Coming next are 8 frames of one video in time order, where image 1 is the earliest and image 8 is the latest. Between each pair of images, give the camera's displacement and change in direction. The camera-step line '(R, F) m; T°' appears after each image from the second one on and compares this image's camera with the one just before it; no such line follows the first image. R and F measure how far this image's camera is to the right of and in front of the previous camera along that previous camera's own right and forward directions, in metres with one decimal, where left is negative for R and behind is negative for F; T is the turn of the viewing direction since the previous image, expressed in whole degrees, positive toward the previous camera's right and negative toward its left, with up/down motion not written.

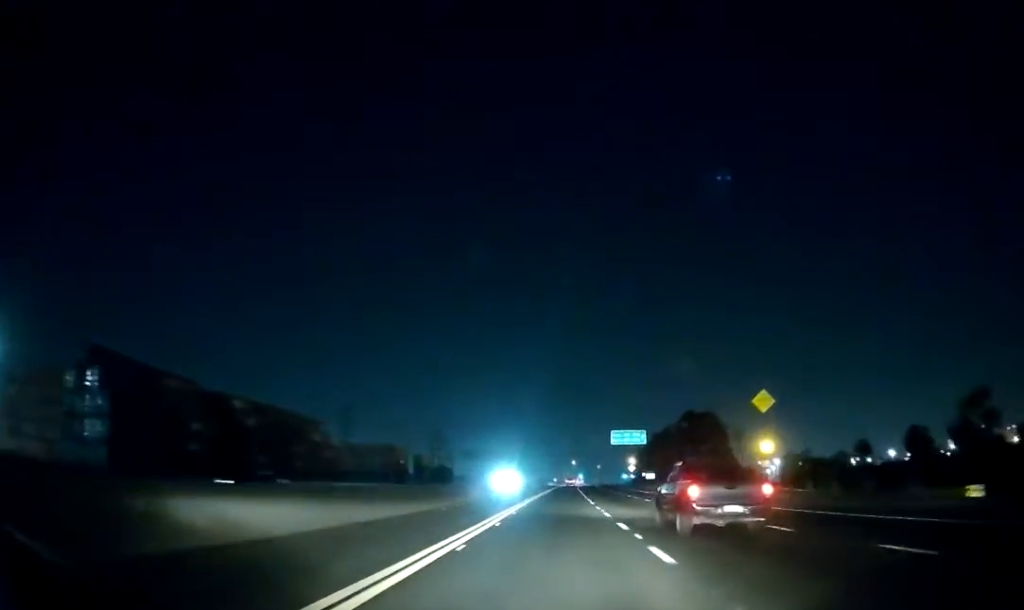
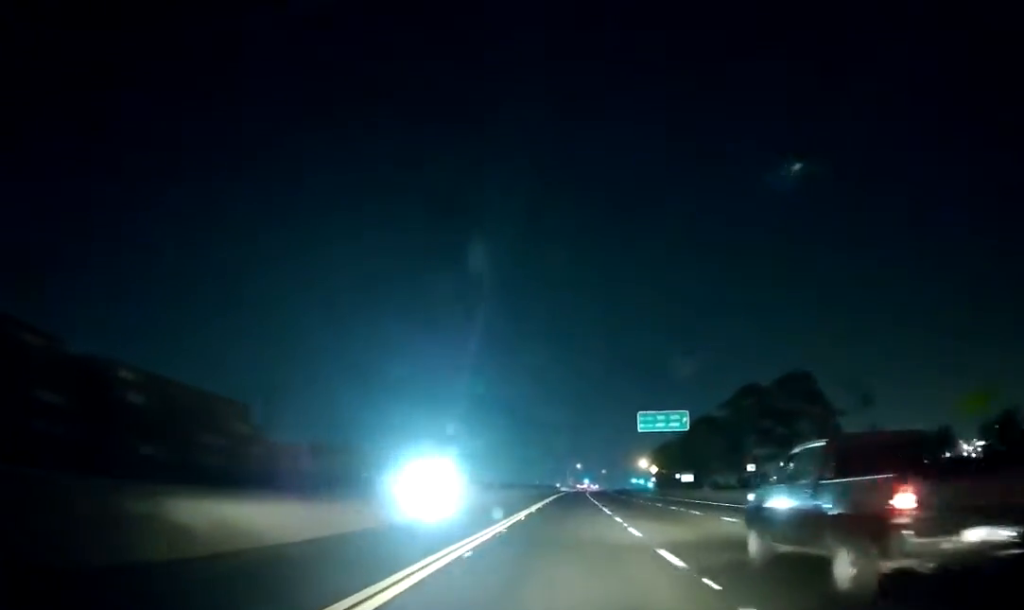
(+0.4, +37.0) m; +1°
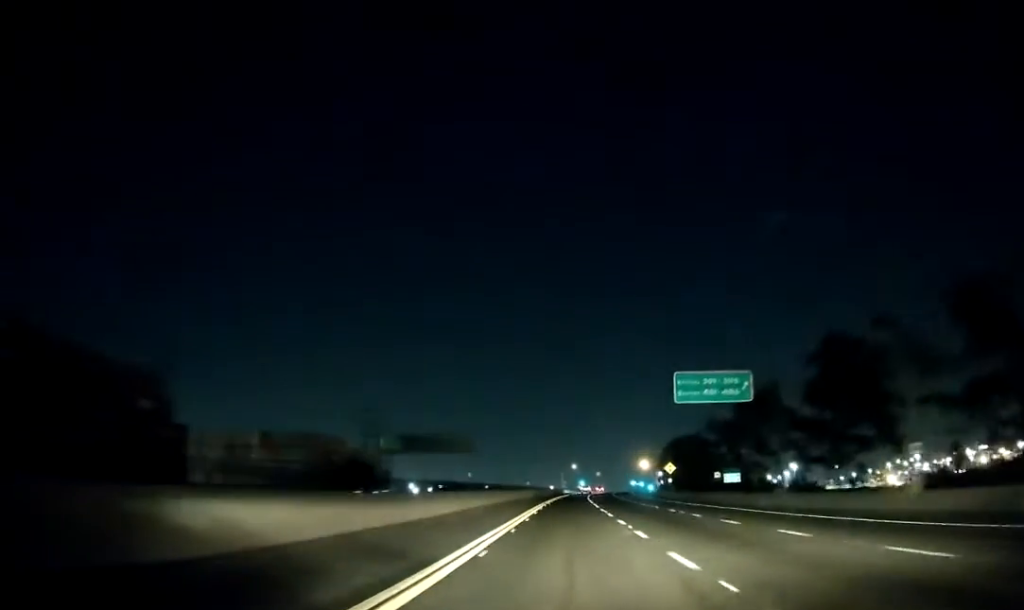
(-0.1, +28.8) m; 0°
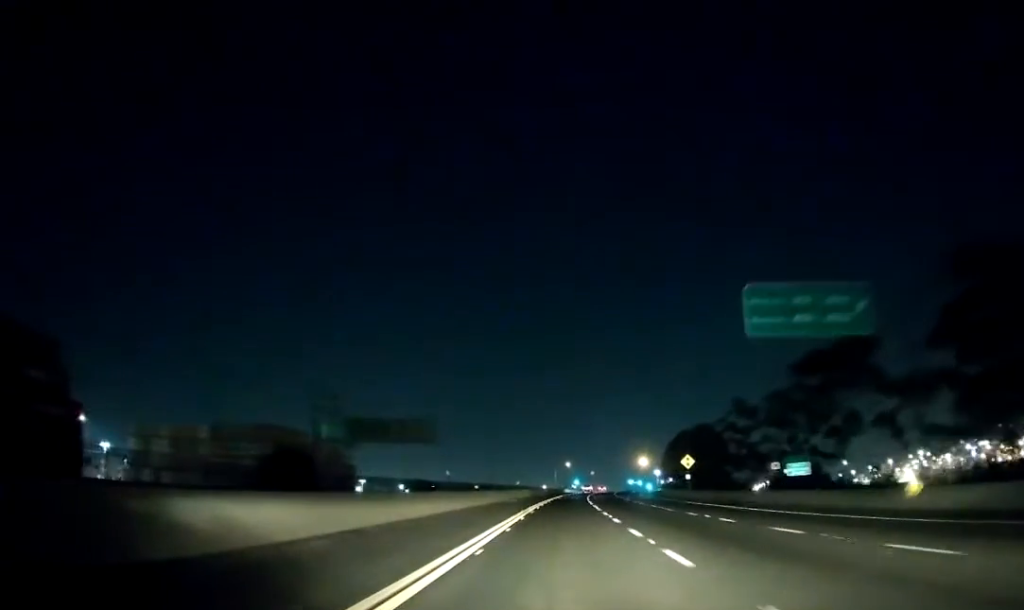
(0.0, +21.9) m; 0°
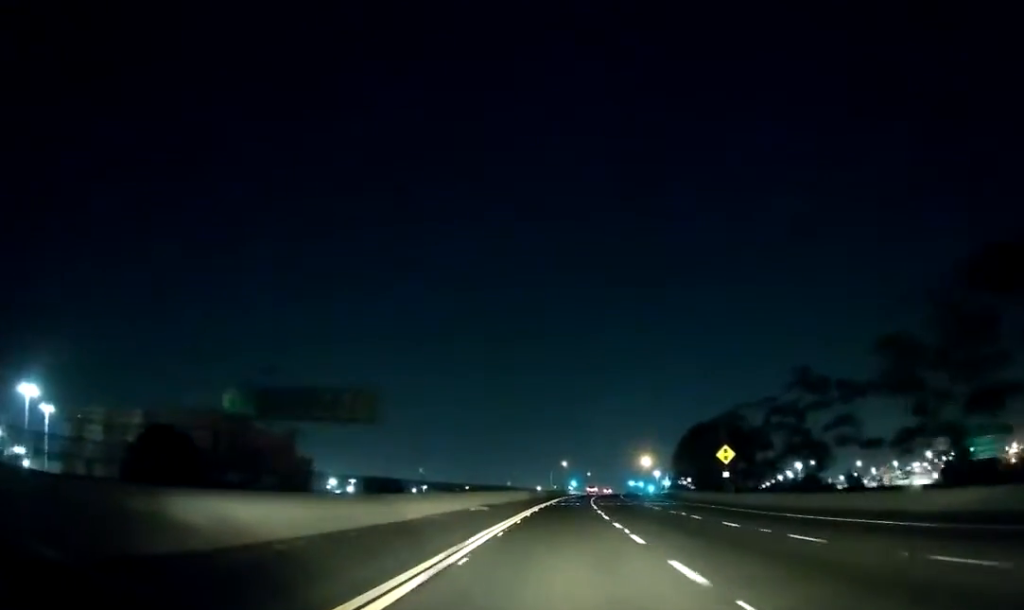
(+0.1, +22.7) m; 0°
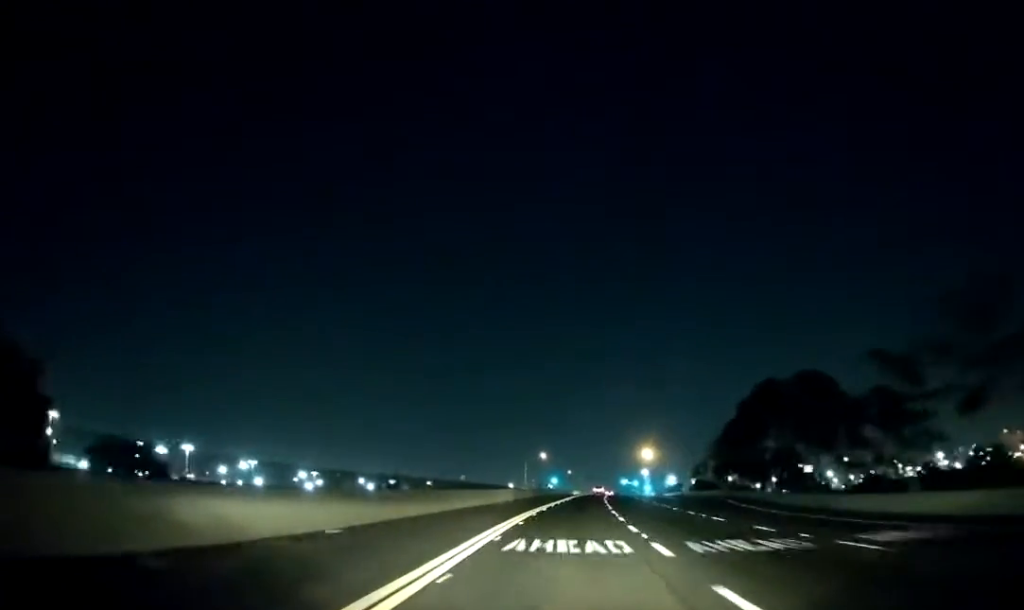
(+0.7, +59.5) m; +2°
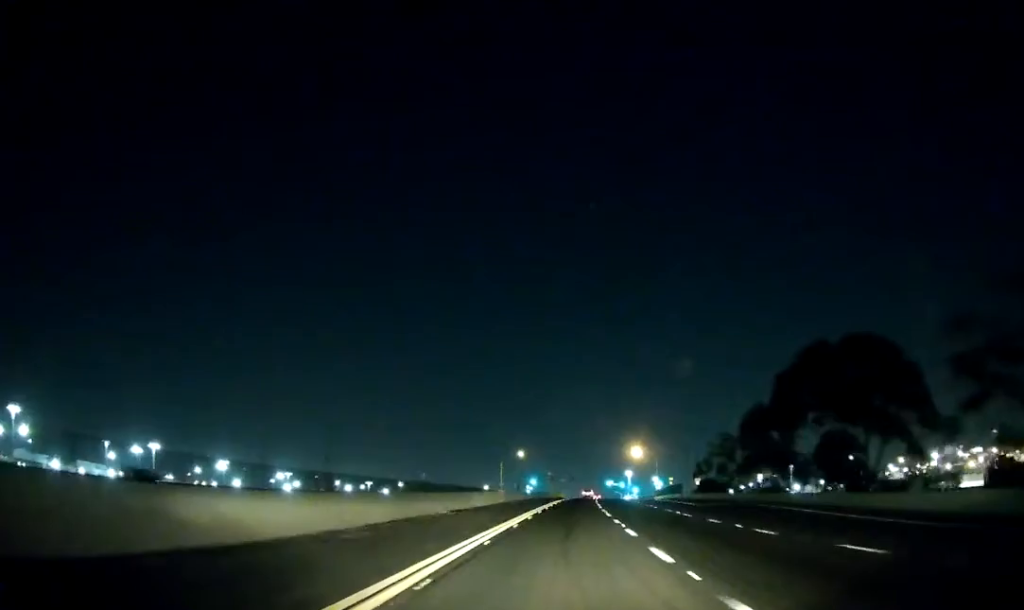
(+0.1, +22.4) m; +1°
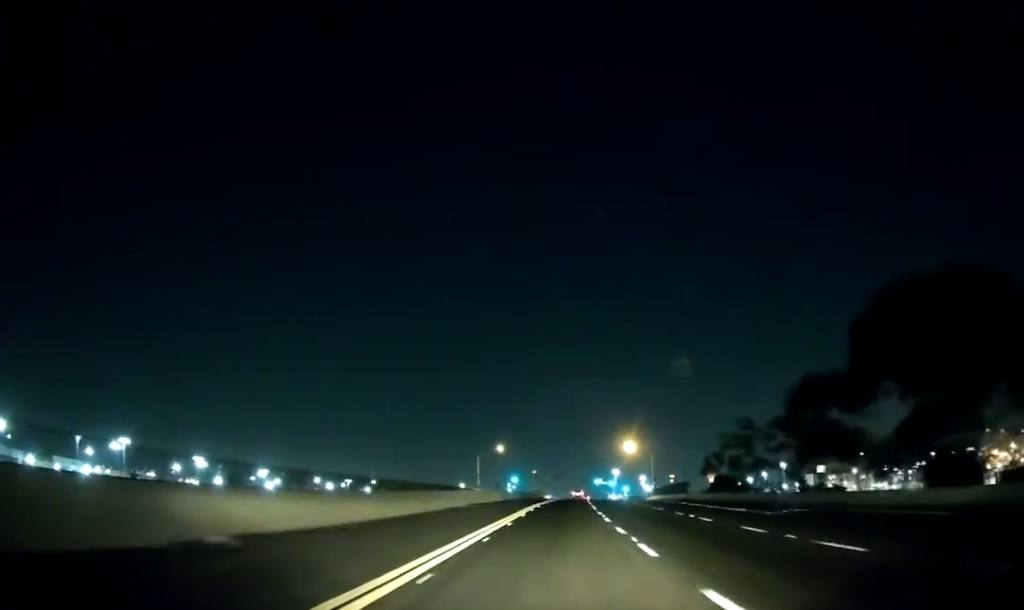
(0.0, +21.4) m; +1°
